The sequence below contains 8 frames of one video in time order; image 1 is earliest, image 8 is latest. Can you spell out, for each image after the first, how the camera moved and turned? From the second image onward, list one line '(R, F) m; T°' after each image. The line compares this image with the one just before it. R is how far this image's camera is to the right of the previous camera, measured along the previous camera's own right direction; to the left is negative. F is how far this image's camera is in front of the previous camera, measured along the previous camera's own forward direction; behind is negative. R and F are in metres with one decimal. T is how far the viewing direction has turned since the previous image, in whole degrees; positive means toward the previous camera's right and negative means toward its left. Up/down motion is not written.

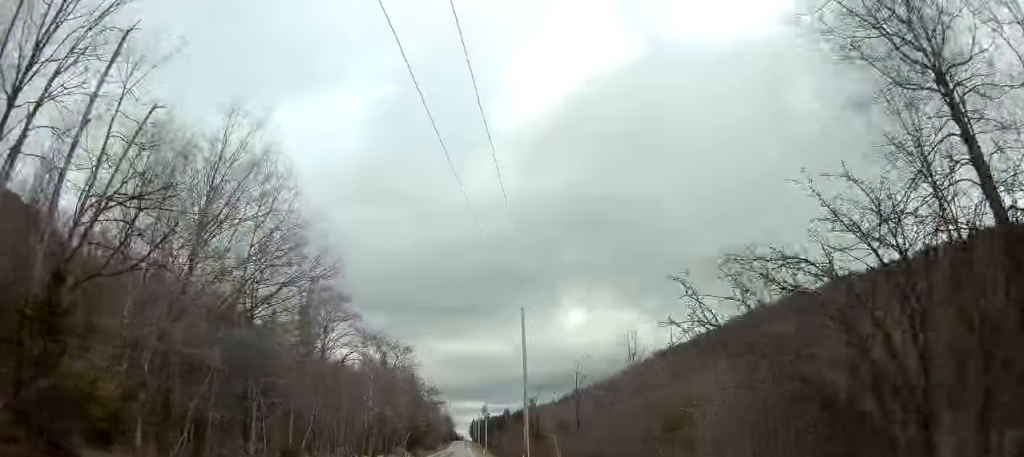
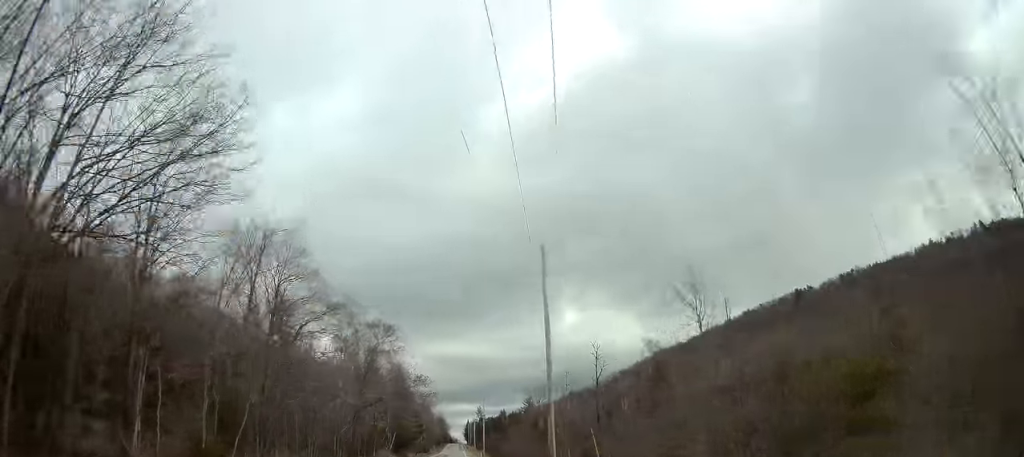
(+0.1, +12.6) m; +1°
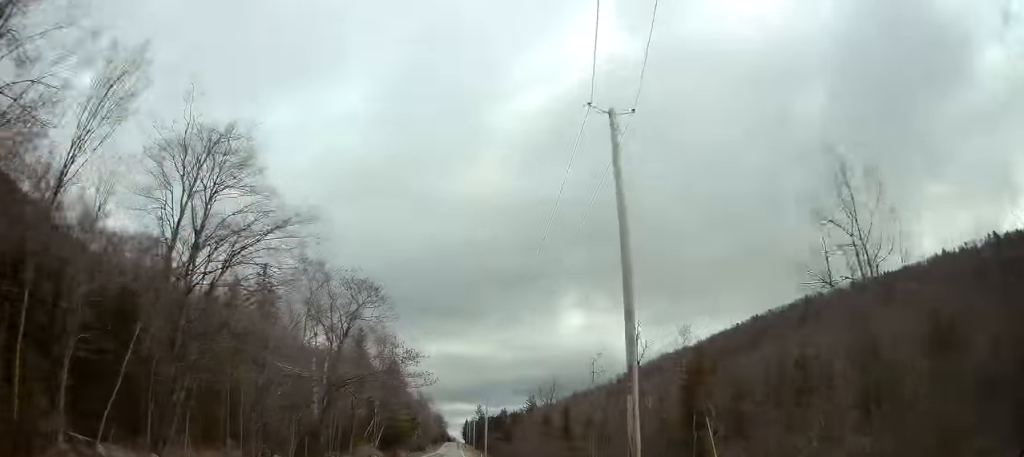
(+0.2, +12.6) m; +1°
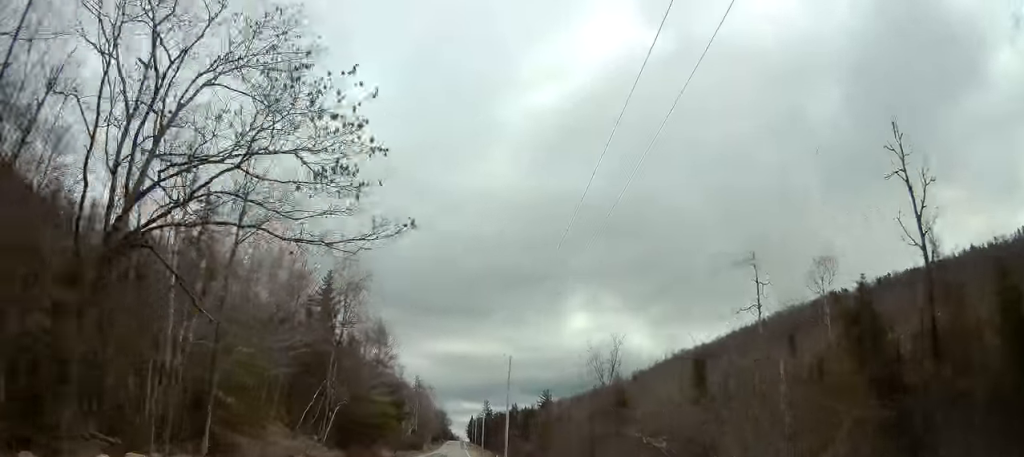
(+0.3, +29.5) m; +1°
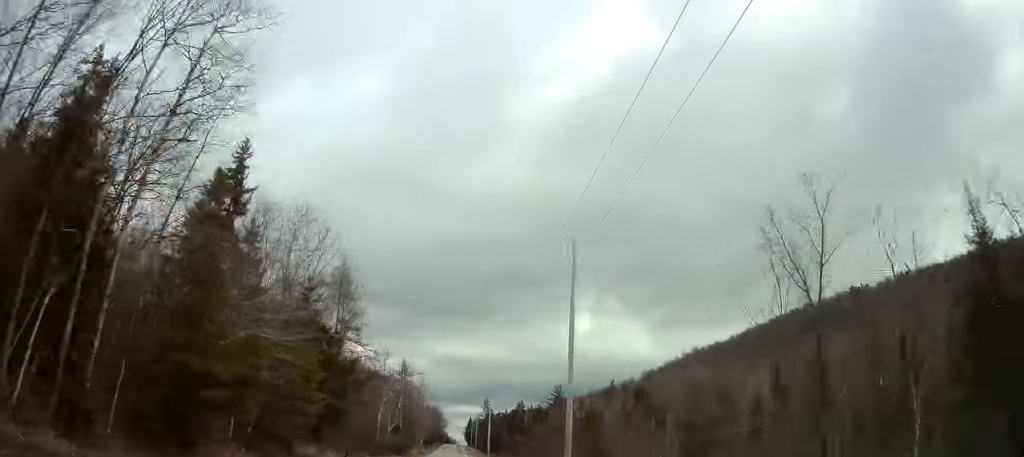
(+0.1, +31.3) m; 0°
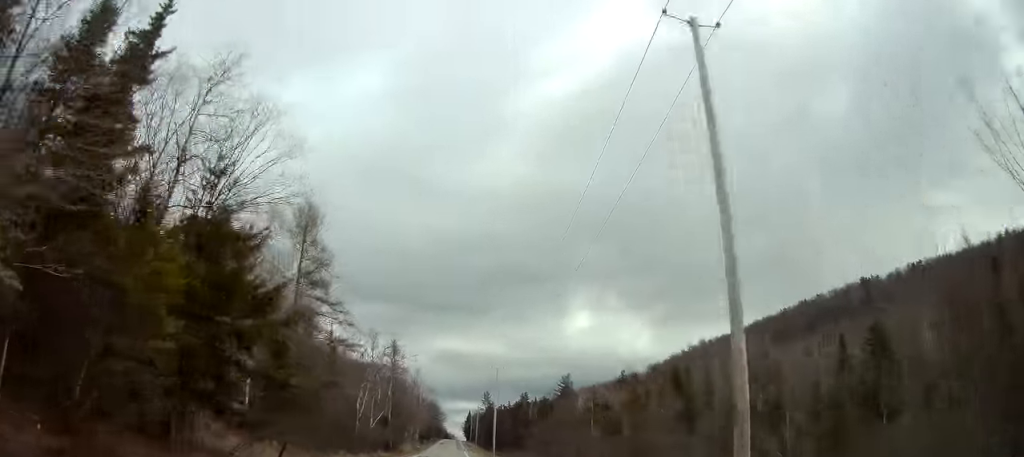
(-0.1, +15.2) m; 0°
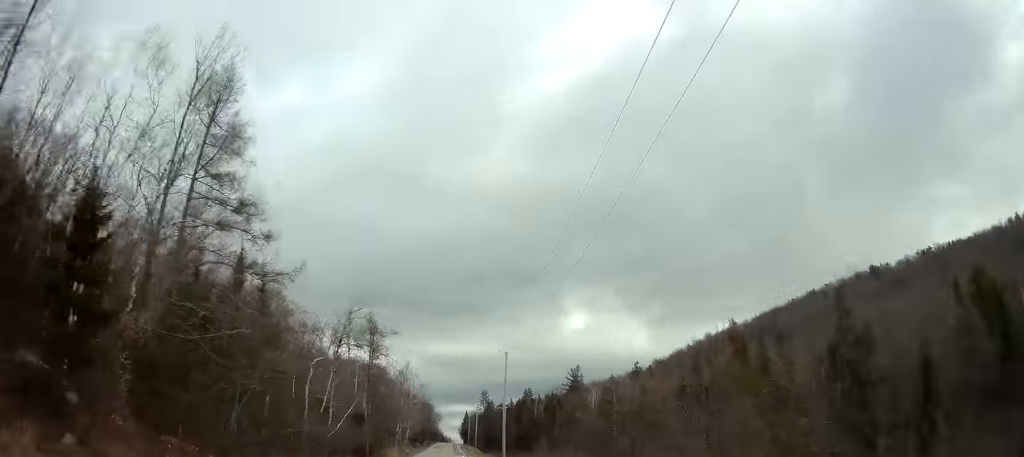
(-0.2, +19.4) m; 0°
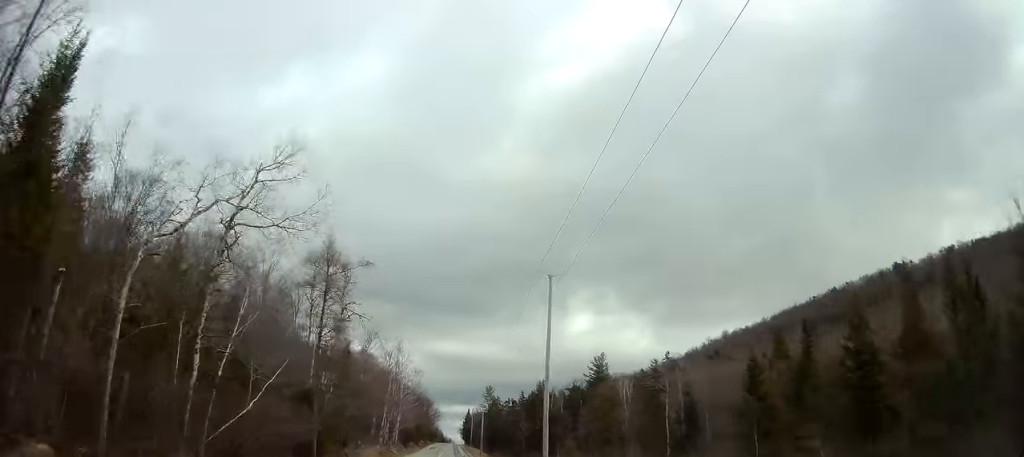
(+0.3, +24.7) m; 0°
